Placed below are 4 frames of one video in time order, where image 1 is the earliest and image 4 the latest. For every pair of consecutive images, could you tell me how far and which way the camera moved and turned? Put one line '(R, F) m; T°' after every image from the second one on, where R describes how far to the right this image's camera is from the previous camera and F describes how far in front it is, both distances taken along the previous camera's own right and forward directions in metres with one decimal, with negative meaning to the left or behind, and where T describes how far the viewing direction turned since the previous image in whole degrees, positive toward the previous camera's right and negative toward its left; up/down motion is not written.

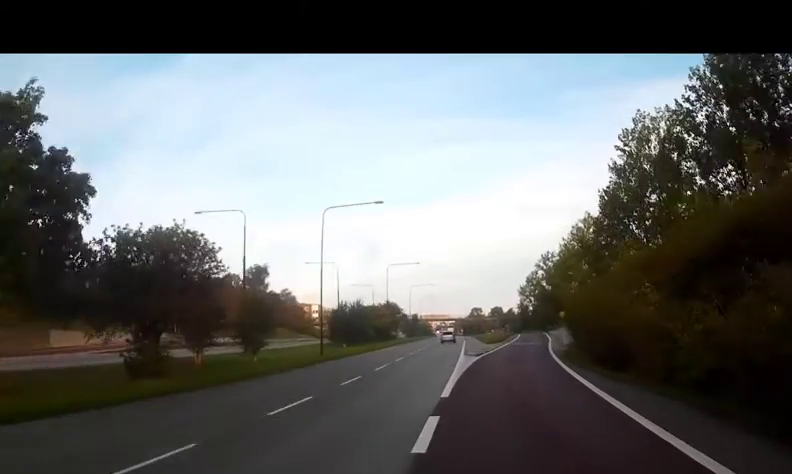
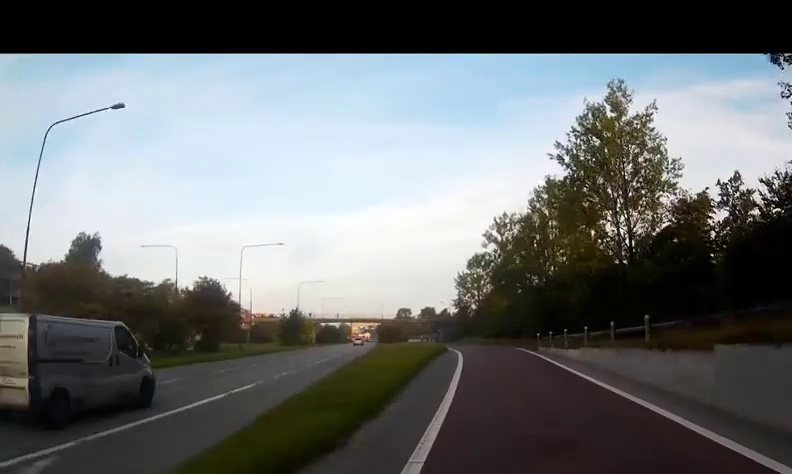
(+1.6, +49.9) m; +9°
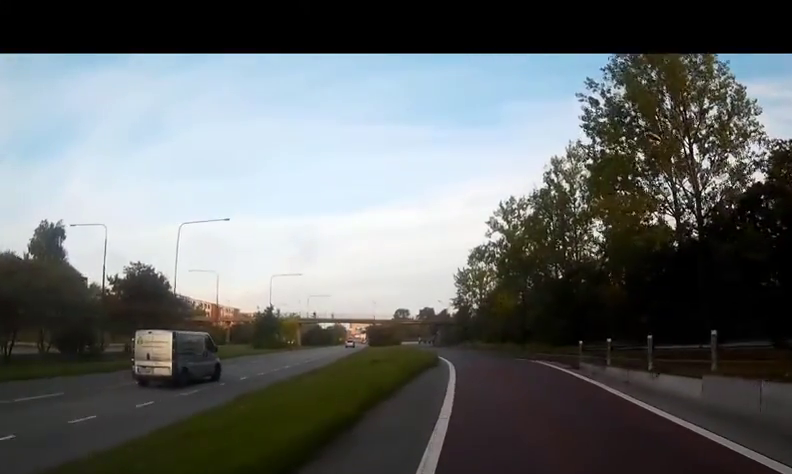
(+0.2, +11.7) m; -1°
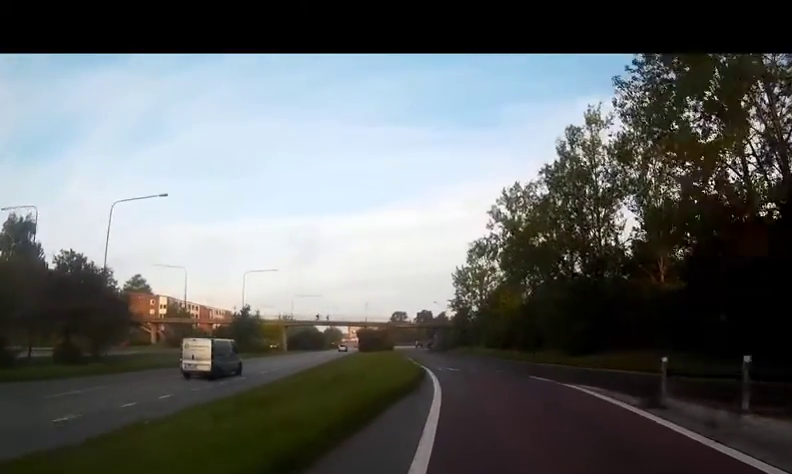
(-0.3, +8.4) m; -2°
